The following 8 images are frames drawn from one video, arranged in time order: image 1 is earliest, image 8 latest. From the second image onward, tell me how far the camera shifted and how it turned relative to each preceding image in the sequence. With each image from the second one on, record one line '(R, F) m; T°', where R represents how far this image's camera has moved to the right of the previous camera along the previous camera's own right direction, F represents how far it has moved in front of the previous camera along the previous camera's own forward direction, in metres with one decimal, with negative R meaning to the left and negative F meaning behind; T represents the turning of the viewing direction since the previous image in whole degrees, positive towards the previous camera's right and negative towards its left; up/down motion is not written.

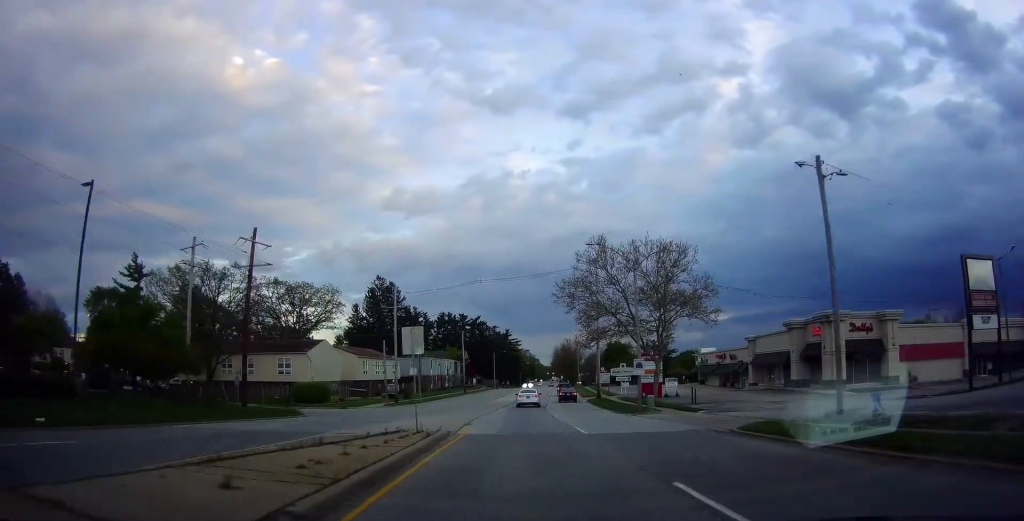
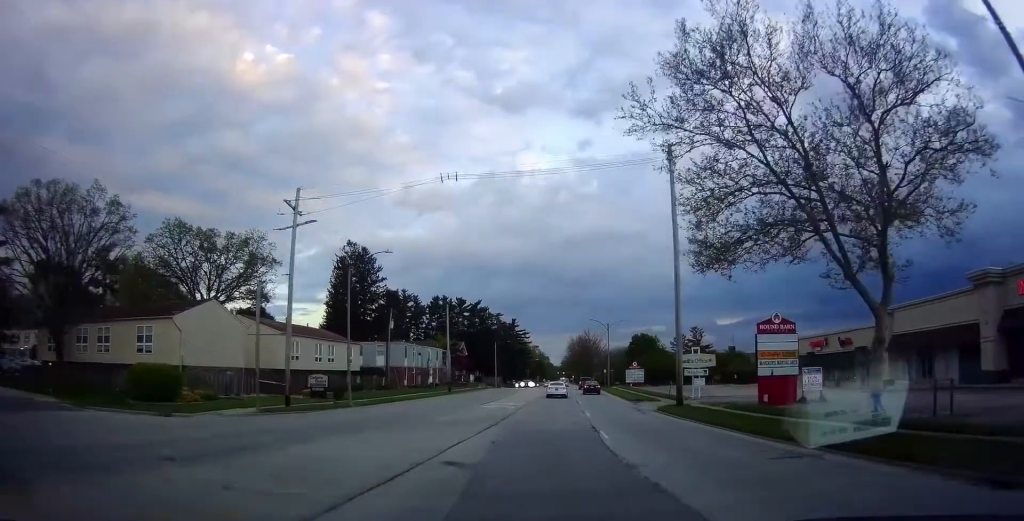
(+0.6, +28.5) m; 0°
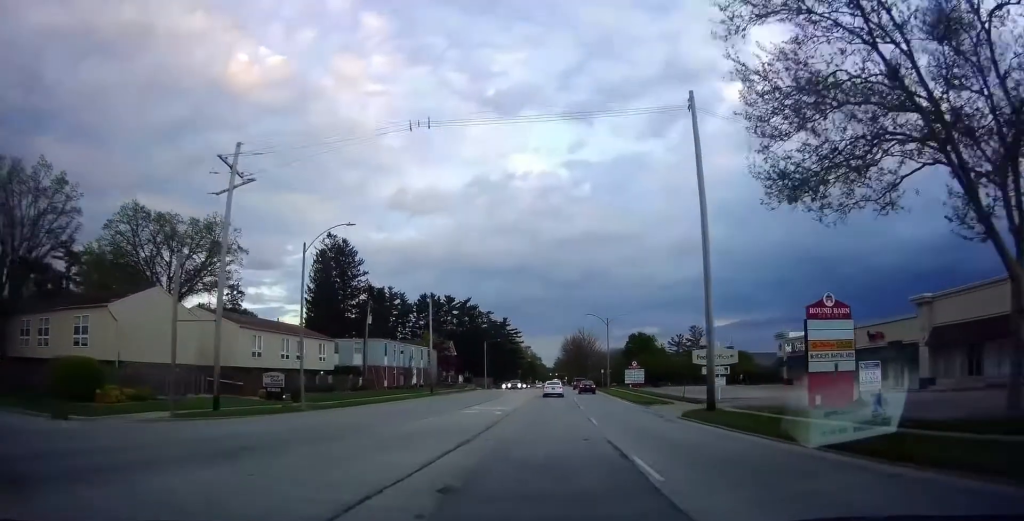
(-0.1, +6.8) m; -1°
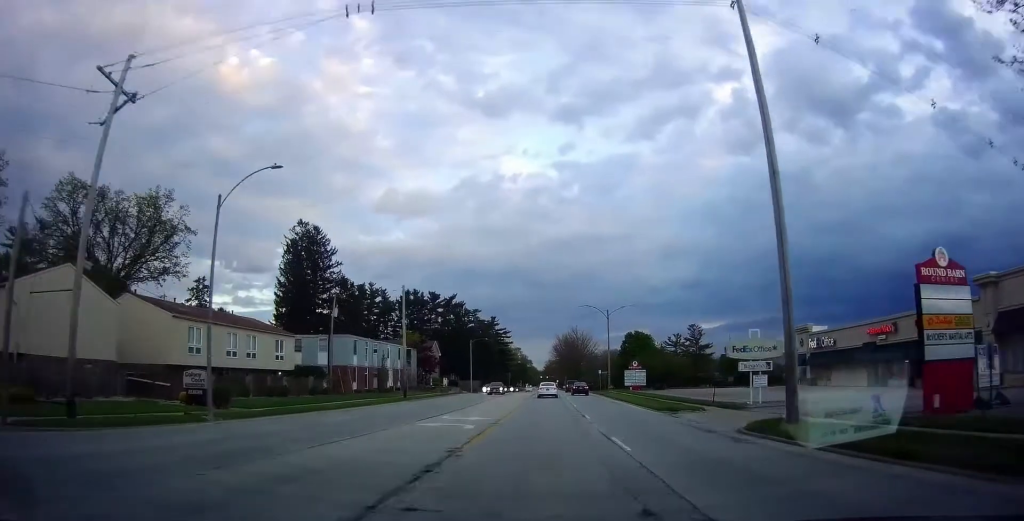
(-0.2, +8.5) m; +1°
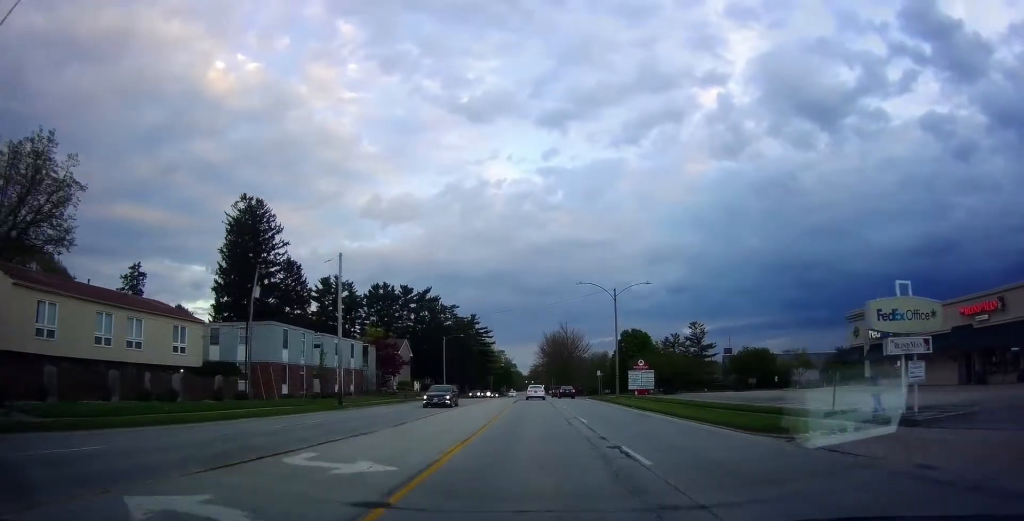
(+0.5, +14.9) m; +3°
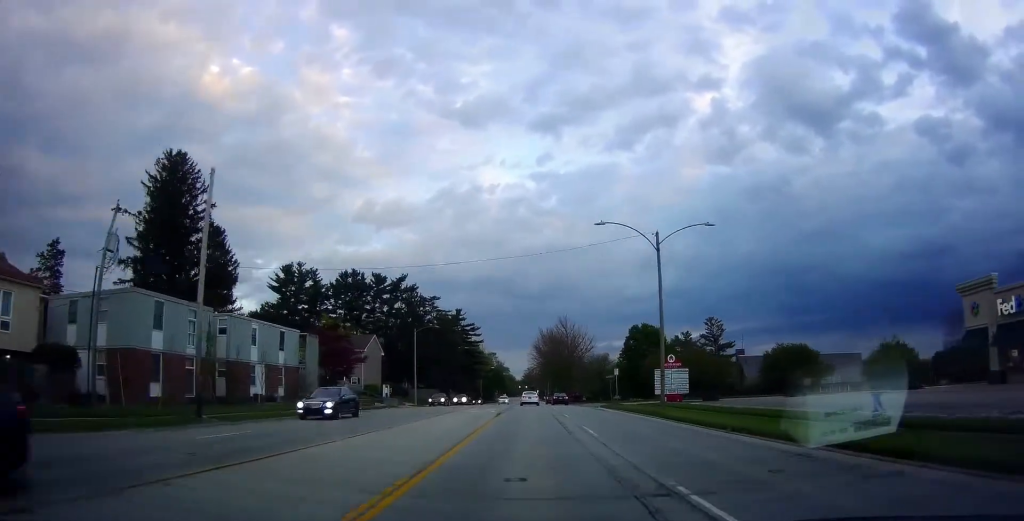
(+0.3, +17.1) m; +1°
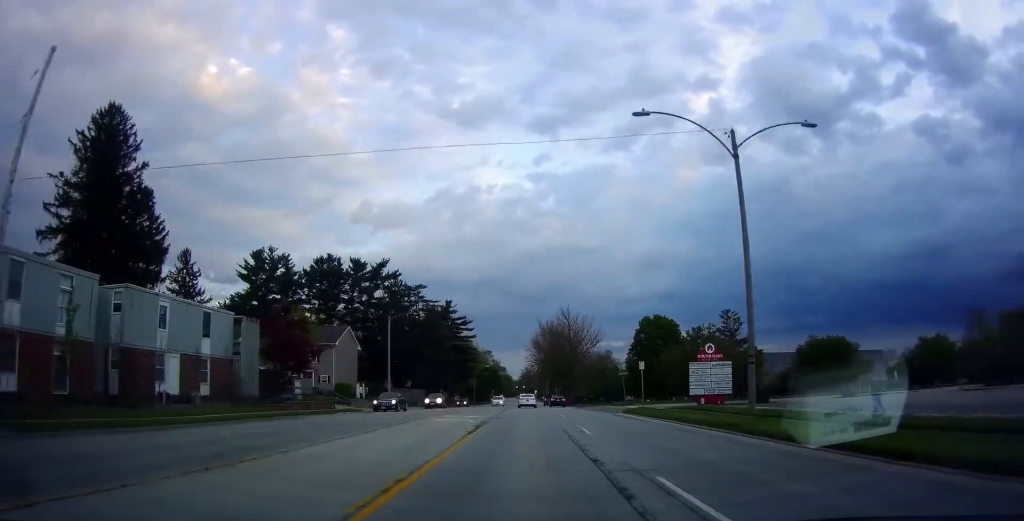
(0.0, +12.1) m; 0°
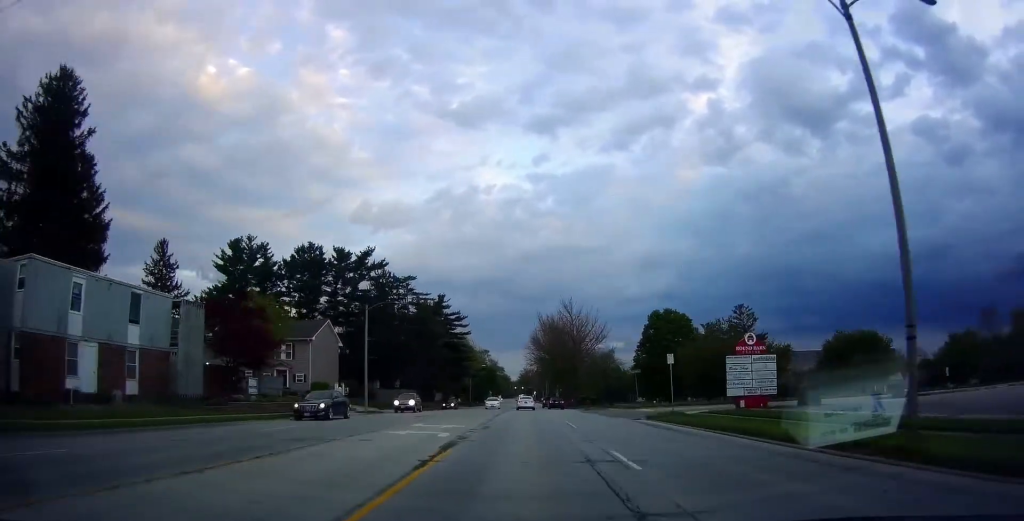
(0.0, +7.8) m; 0°
